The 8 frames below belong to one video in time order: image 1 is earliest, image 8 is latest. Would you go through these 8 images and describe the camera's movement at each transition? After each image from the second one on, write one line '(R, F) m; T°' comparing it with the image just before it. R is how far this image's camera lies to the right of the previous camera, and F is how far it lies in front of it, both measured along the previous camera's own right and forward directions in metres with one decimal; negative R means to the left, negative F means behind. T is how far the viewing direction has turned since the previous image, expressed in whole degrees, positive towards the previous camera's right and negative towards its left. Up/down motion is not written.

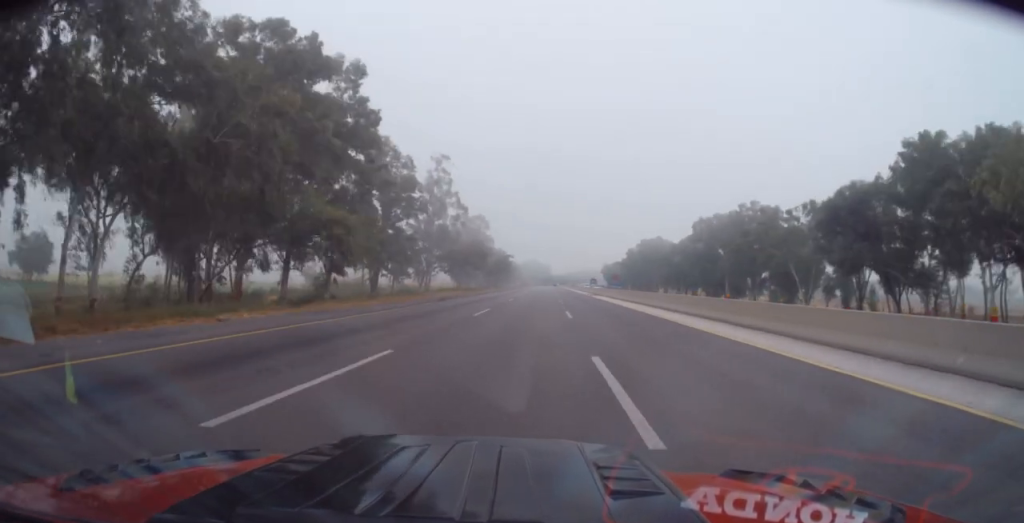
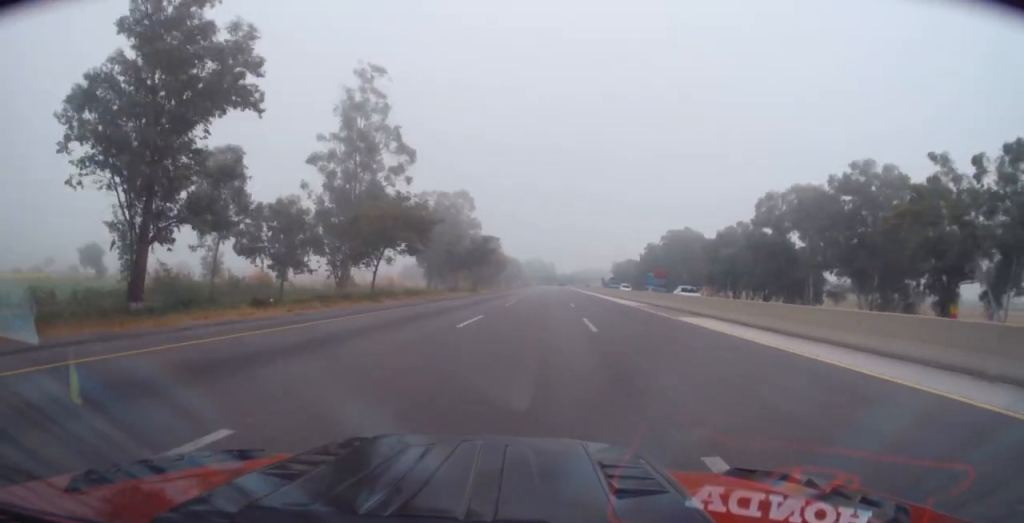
(+0.5, +42.3) m; 0°
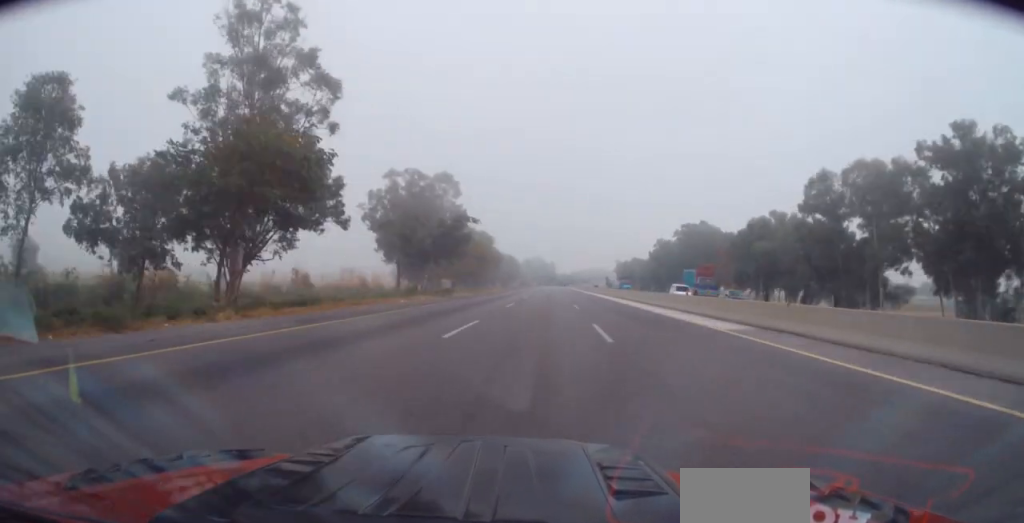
(-0.2, +20.7) m; 0°
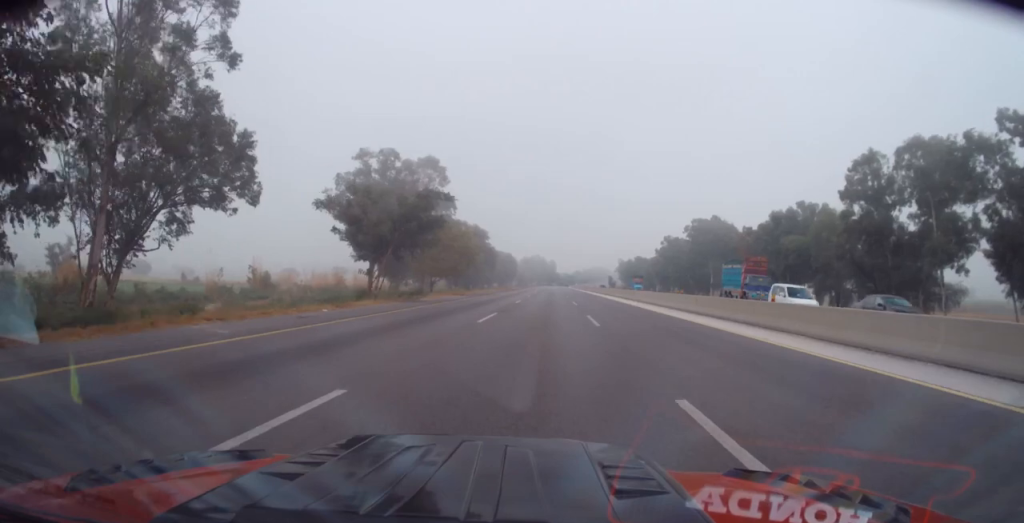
(-0.2, +12.9) m; 0°
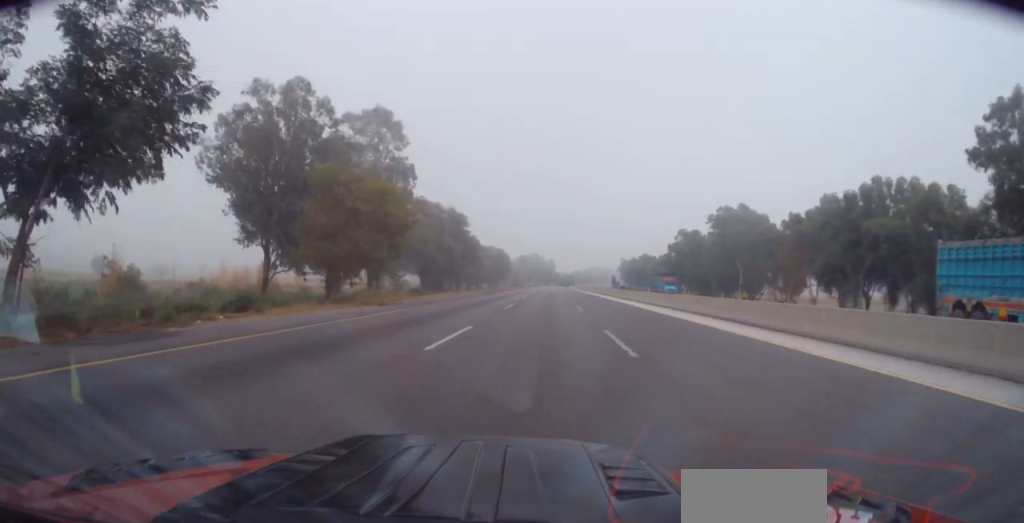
(+0.2, +25.8) m; 0°
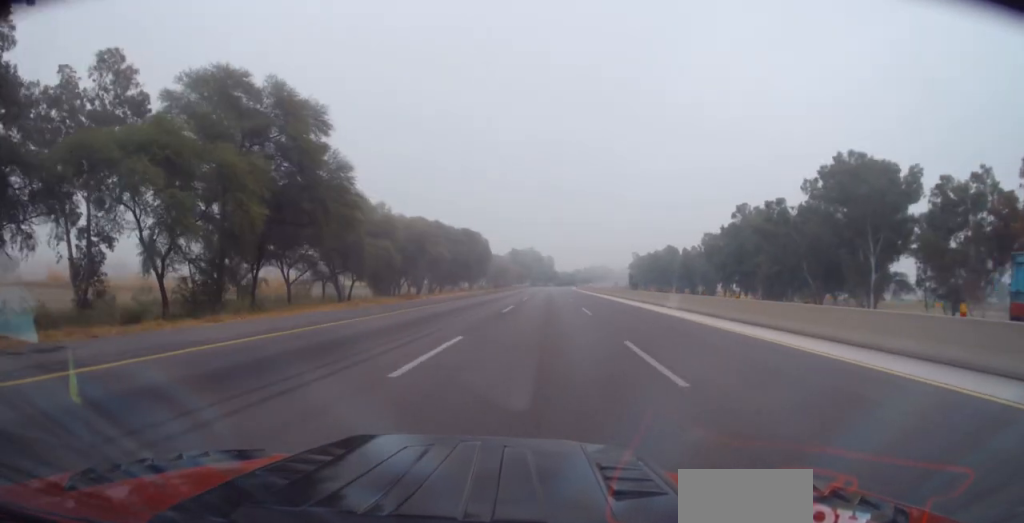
(+0.7, +57.0) m; +1°
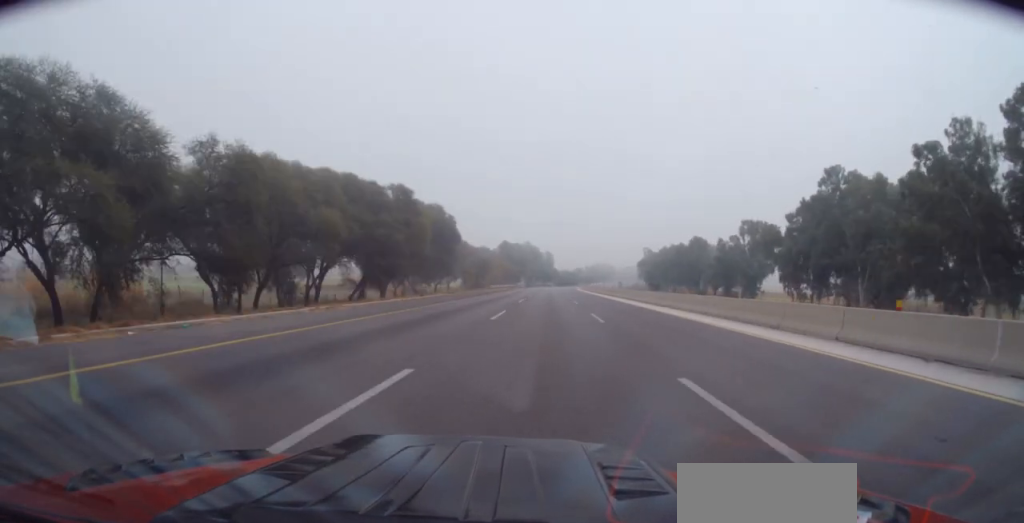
(+0.2, +41.2) m; 0°
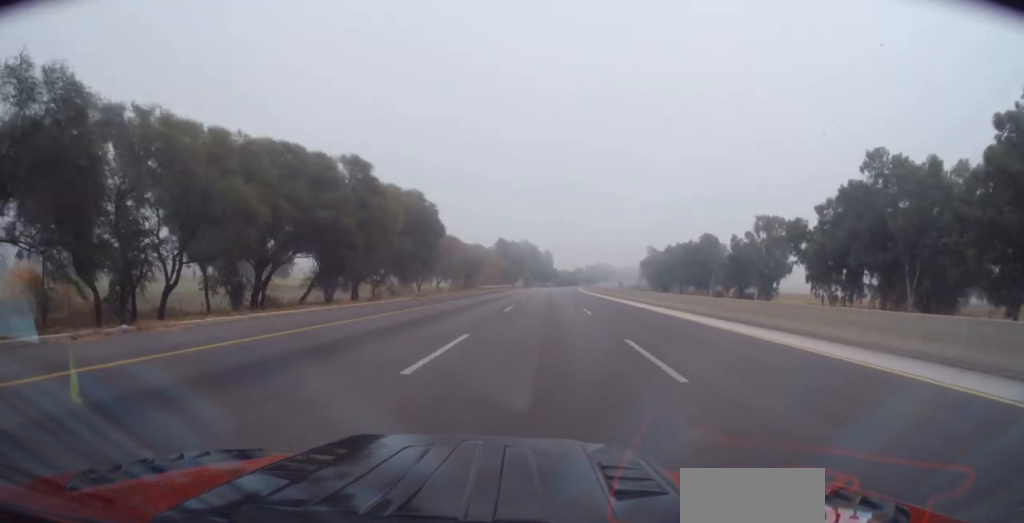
(-0.1, +12.1) m; 0°
